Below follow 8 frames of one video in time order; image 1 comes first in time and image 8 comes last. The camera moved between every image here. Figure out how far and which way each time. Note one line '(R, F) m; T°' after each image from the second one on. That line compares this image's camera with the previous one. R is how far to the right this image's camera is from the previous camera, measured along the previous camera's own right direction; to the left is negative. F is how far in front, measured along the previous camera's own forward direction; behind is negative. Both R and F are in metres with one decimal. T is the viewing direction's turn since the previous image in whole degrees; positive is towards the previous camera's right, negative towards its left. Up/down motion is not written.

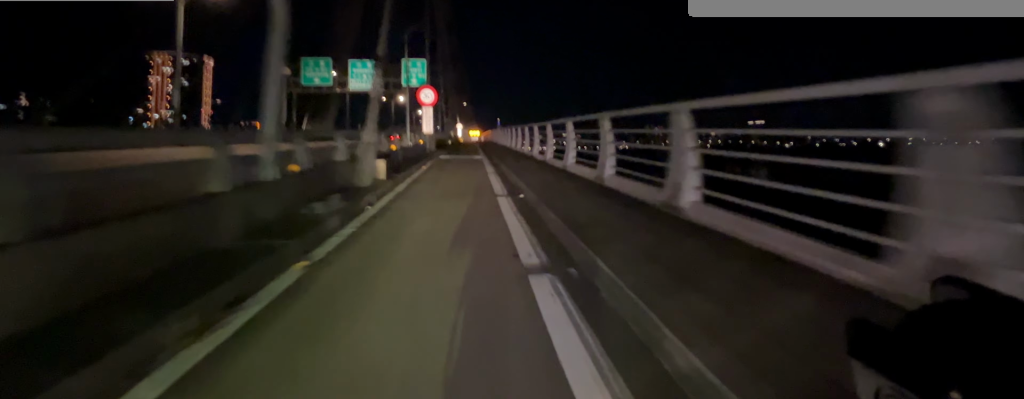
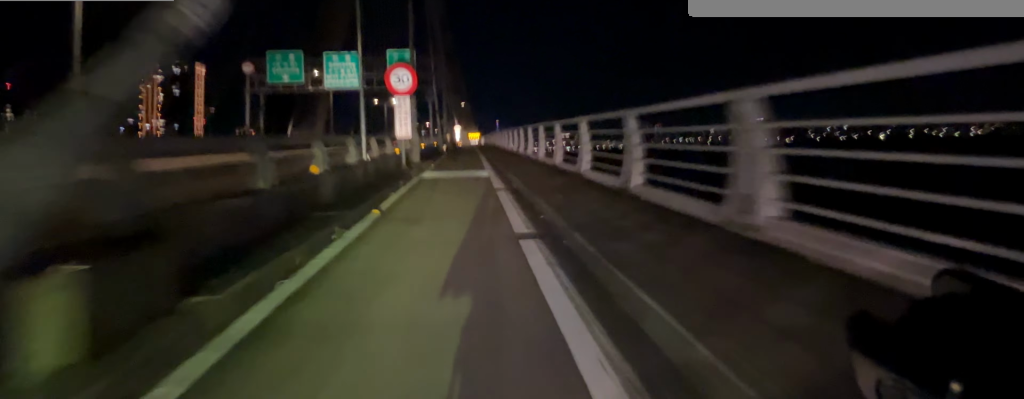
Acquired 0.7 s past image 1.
(0.0, +7.1) m; 0°
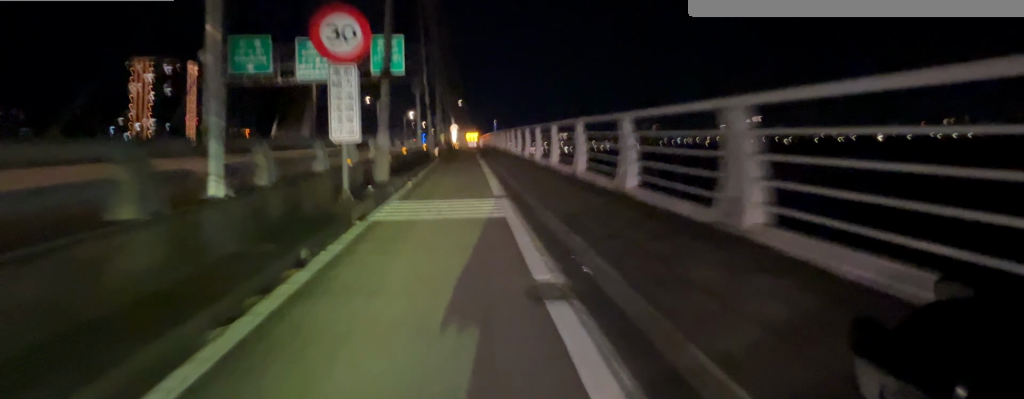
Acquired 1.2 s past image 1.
(0.0, +5.5) m; 0°
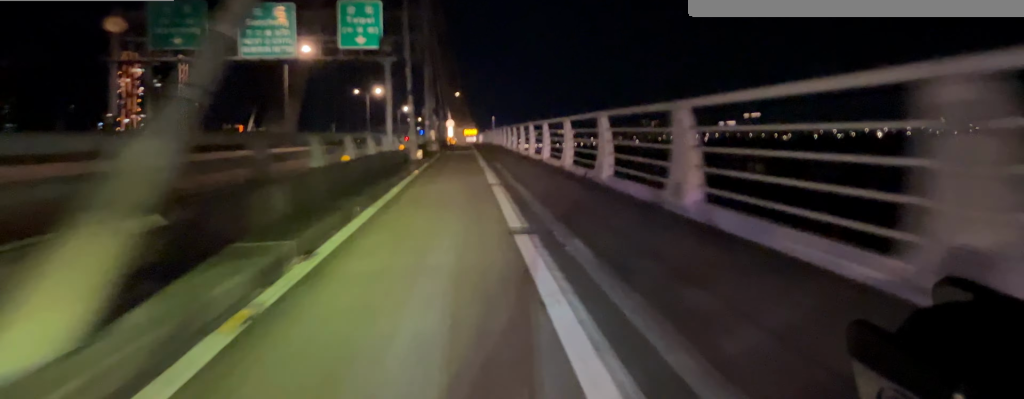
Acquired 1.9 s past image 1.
(+0.1, +7.5) m; 0°
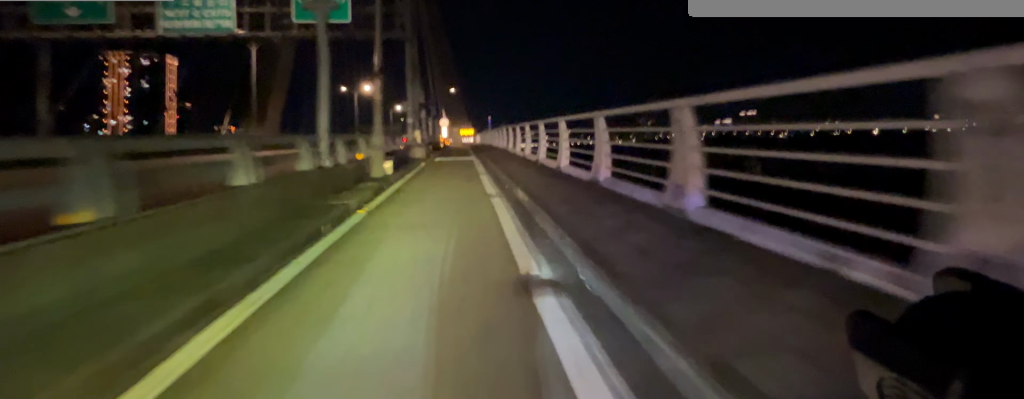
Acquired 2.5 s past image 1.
(0.0, +5.4) m; 0°
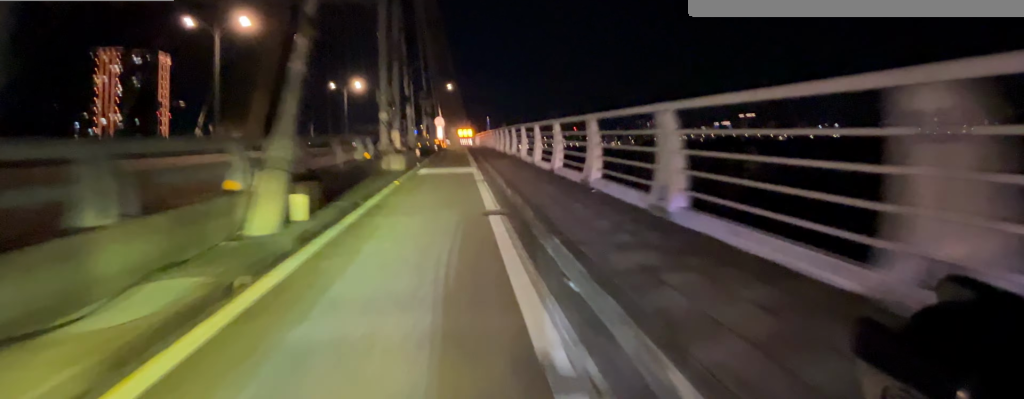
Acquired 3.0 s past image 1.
(0.0, +4.9) m; 0°
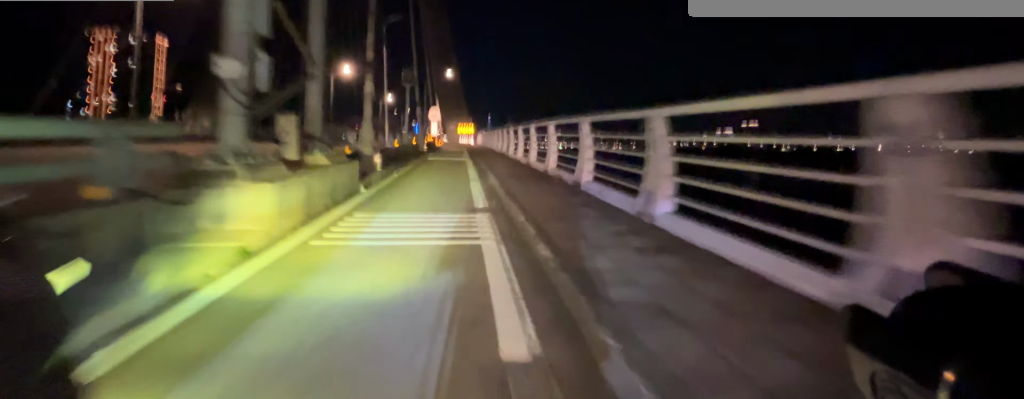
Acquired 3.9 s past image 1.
(0.0, +7.2) m; -1°
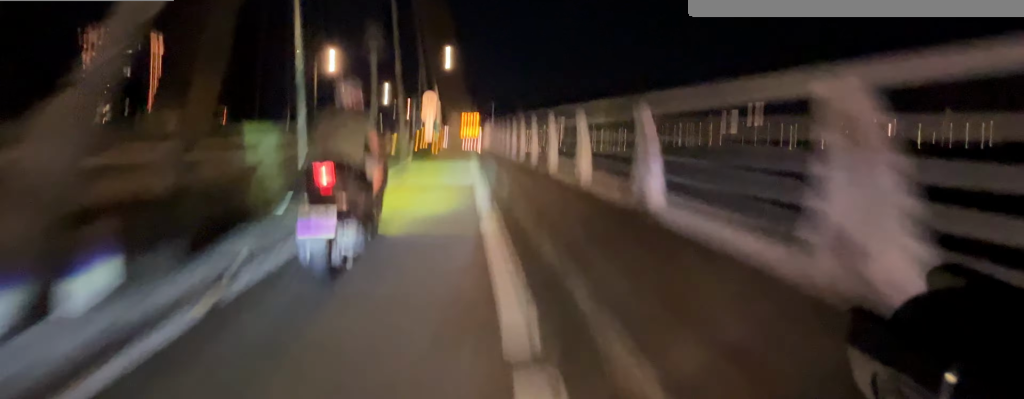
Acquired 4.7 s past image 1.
(0.0, +6.9) m; -1°
